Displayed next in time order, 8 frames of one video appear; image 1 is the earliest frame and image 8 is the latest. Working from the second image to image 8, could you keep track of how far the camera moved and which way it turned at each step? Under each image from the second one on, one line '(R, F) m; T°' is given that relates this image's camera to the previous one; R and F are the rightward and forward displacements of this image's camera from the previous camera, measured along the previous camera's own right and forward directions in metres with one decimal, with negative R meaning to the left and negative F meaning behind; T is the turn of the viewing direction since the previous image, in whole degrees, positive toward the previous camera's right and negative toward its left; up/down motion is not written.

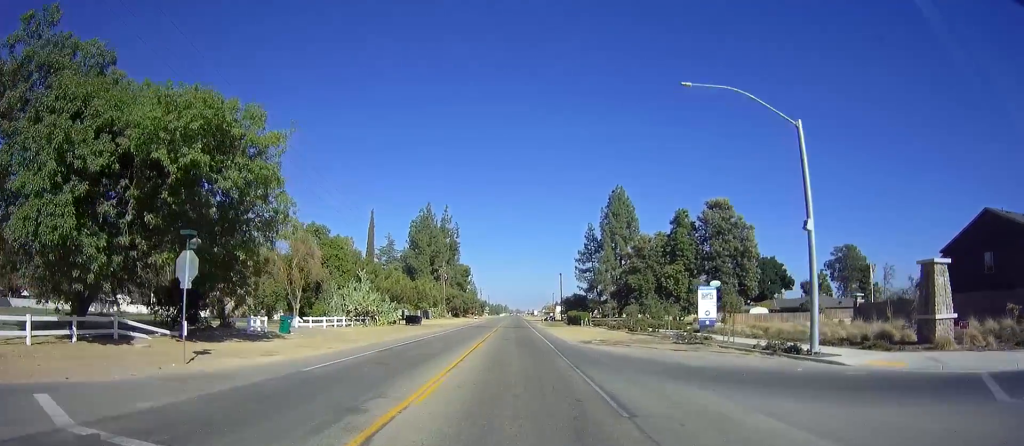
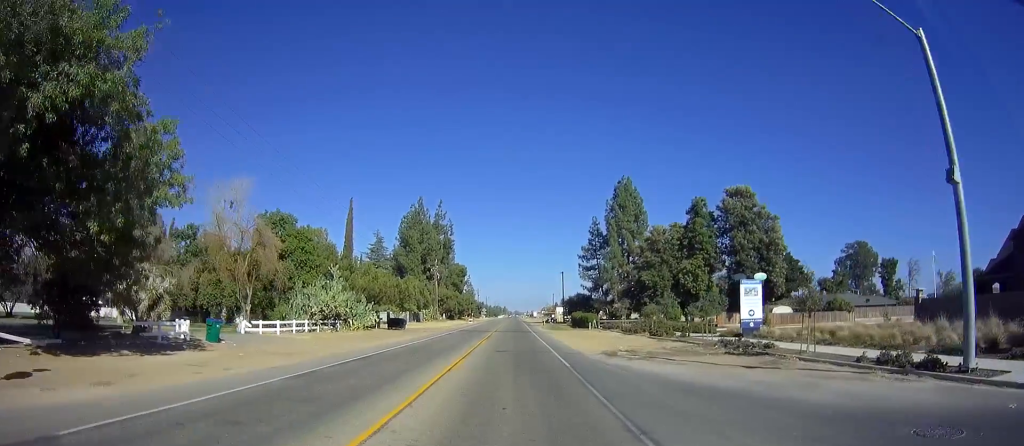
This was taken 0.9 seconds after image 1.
(0.0, +7.8) m; +1°
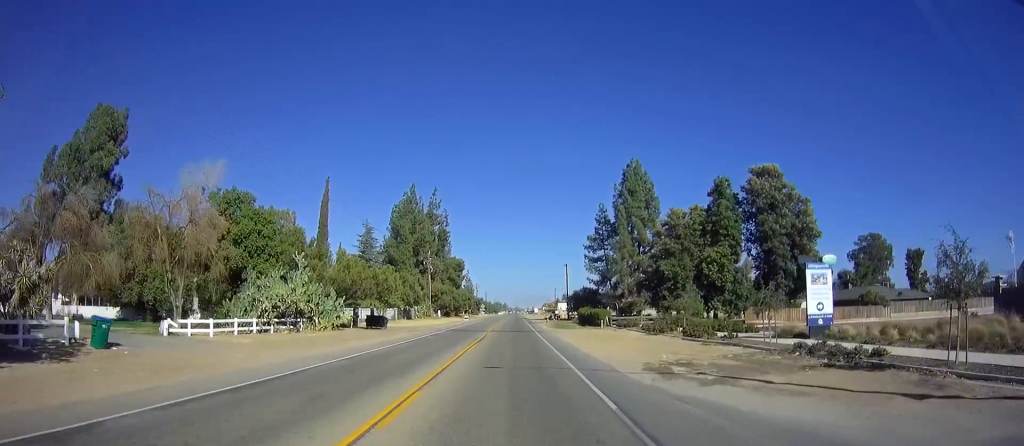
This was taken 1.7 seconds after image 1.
(+0.1, +7.7) m; -1°
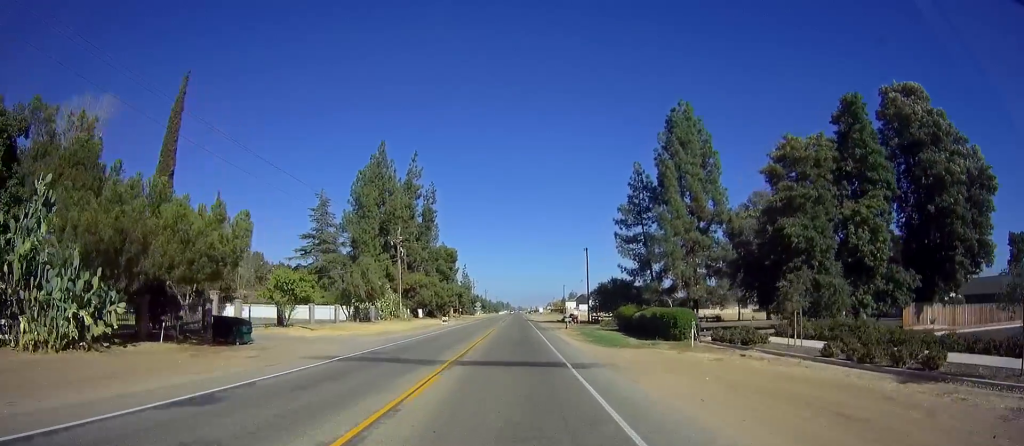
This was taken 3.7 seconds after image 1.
(-0.8, +24.4) m; -2°
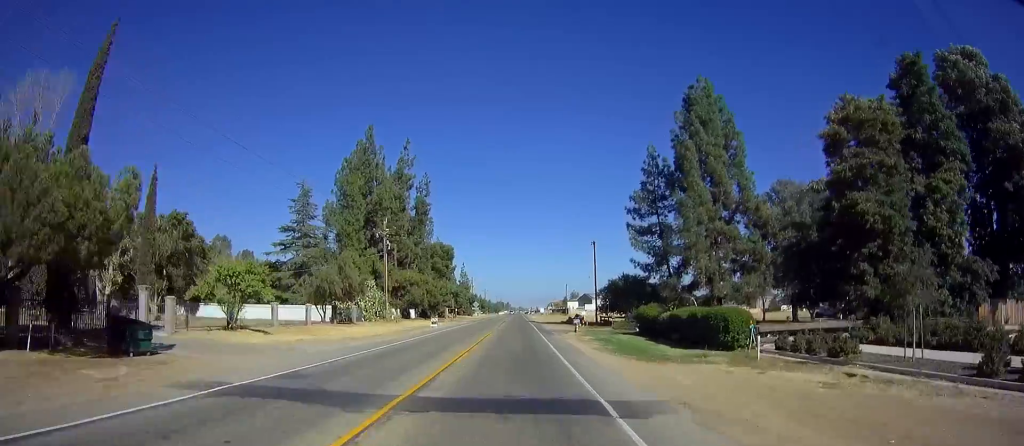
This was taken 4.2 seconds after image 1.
(0.0, +6.8) m; +1°
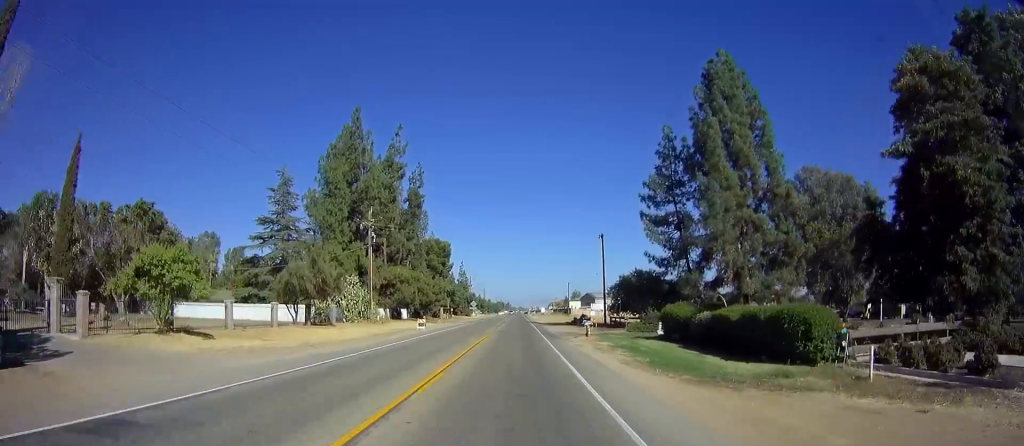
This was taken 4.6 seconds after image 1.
(+0.1, +6.4) m; +1°
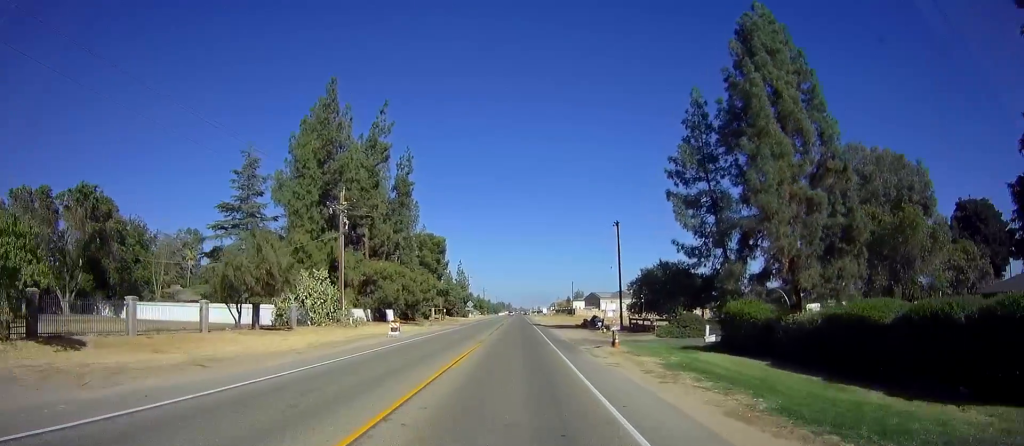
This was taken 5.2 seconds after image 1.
(+0.1, +9.1) m; +1°
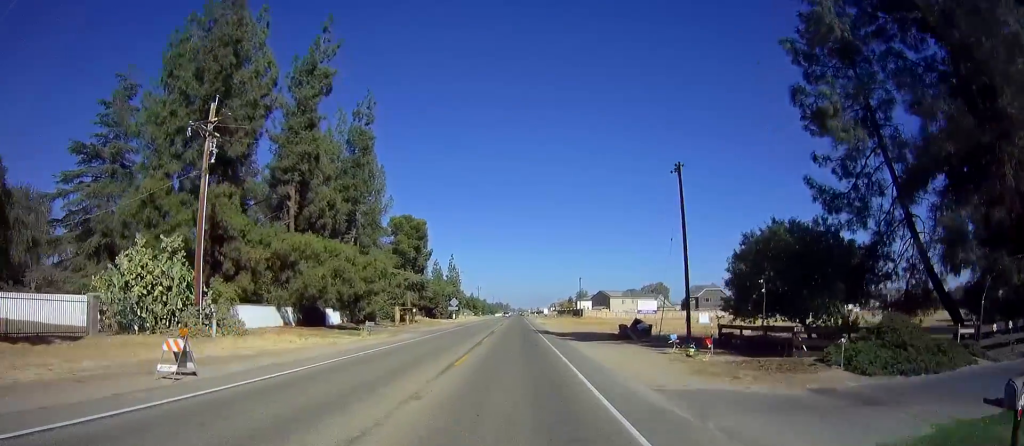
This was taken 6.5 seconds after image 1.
(+0.1, +21.3) m; 0°
